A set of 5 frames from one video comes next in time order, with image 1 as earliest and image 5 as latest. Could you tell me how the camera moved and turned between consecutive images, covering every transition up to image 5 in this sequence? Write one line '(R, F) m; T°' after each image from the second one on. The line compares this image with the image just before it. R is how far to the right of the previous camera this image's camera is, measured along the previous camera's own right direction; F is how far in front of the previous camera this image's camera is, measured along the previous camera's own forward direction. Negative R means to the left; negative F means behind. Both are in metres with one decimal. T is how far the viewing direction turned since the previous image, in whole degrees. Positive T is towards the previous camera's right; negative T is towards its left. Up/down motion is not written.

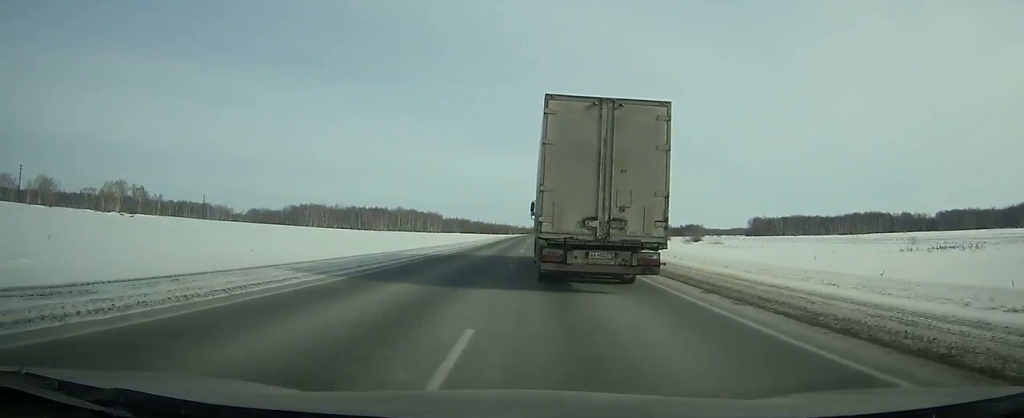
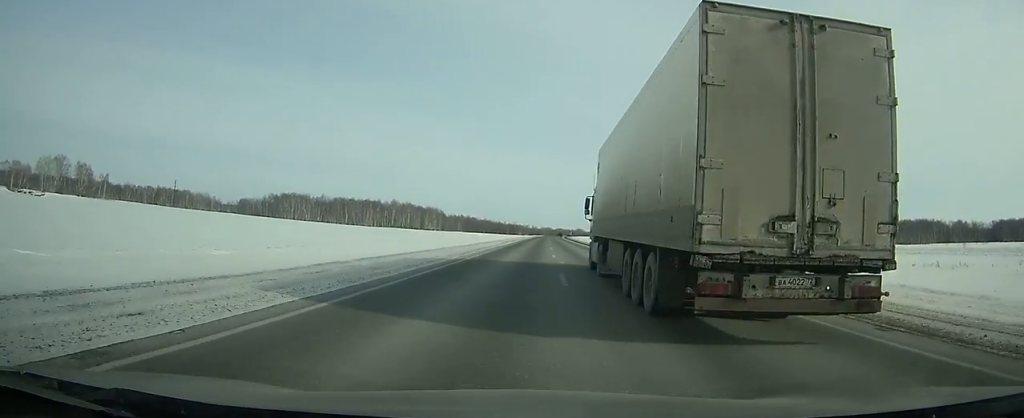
(-0.2, +70.6) m; 0°
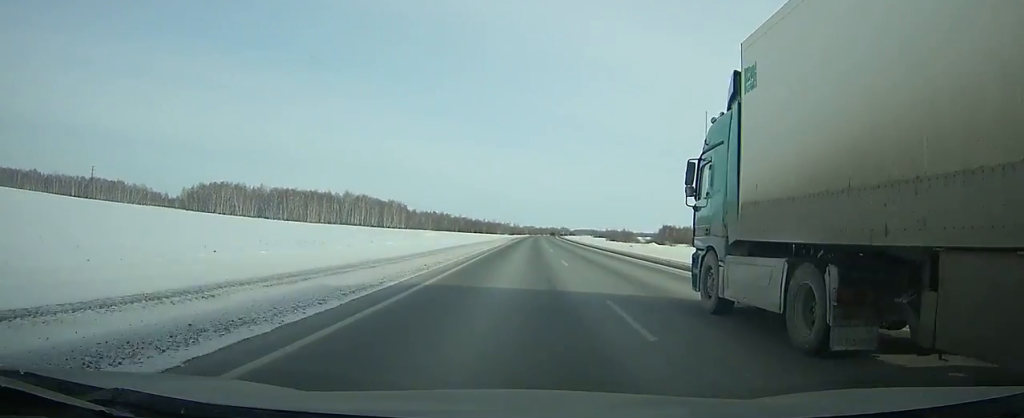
(+0.8, +86.9) m; +1°
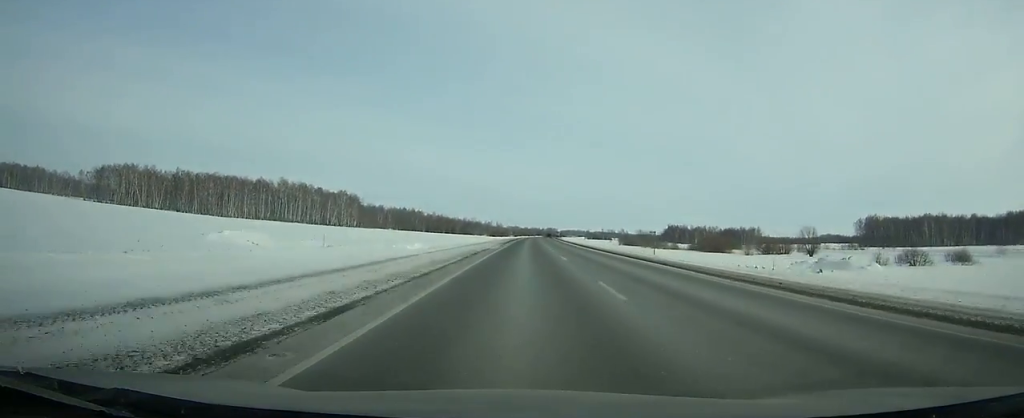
(+1.2, +91.4) m; +2°
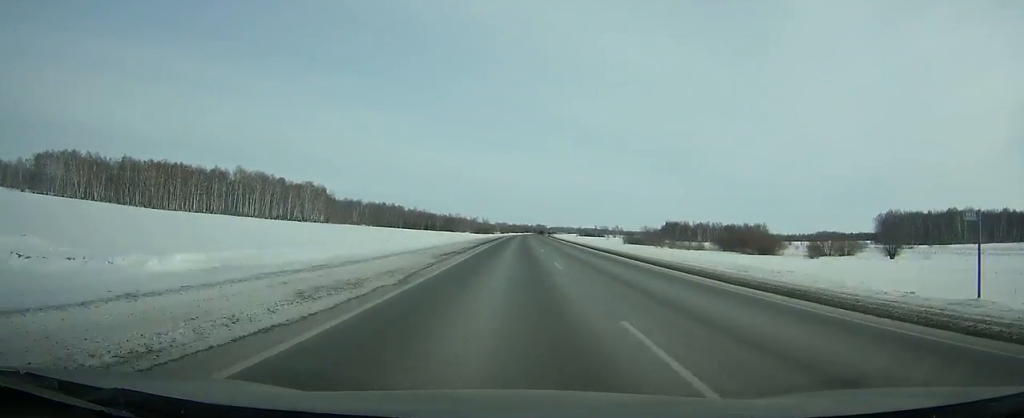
(-0.1, +38.5) m; +1°
